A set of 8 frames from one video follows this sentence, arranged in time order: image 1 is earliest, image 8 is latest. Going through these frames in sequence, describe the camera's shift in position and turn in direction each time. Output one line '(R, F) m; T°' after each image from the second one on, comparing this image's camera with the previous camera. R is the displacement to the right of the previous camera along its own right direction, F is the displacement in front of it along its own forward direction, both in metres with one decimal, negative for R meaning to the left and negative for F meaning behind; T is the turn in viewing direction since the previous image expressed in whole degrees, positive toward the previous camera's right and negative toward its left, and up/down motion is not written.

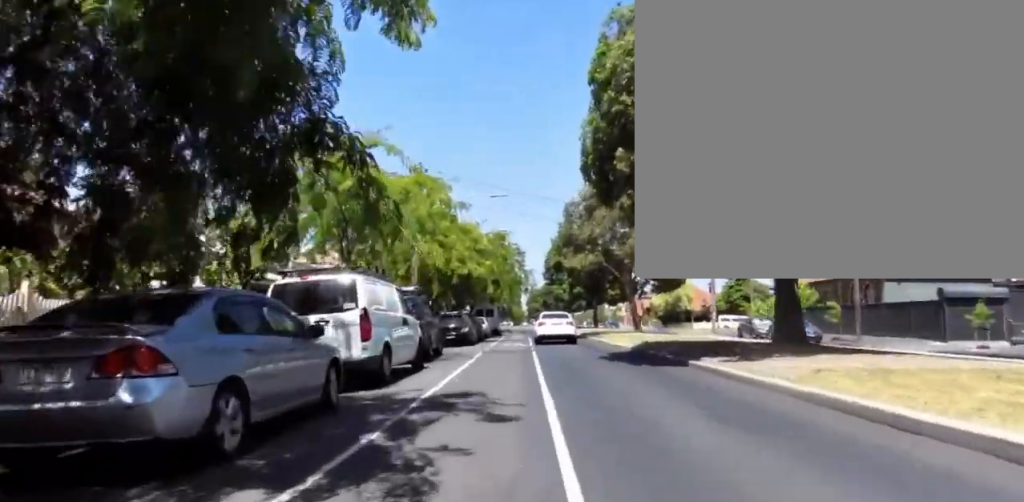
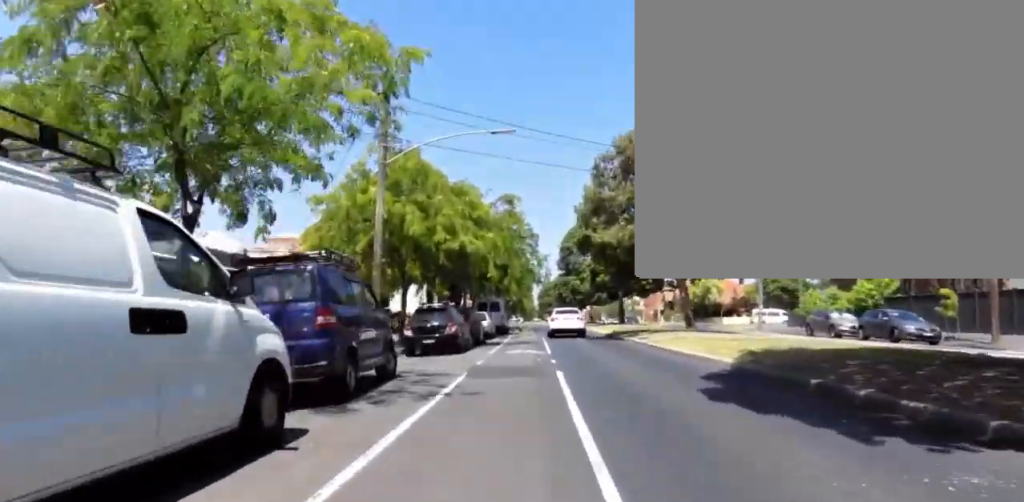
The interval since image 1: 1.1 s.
(-0.3, +8.8) m; -2°
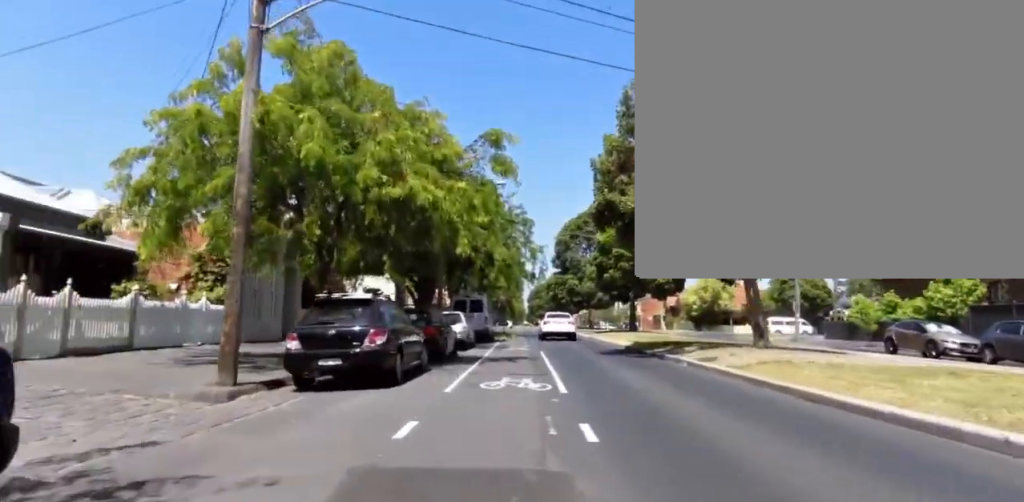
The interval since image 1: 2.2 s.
(0.0, +8.6) m; 0°
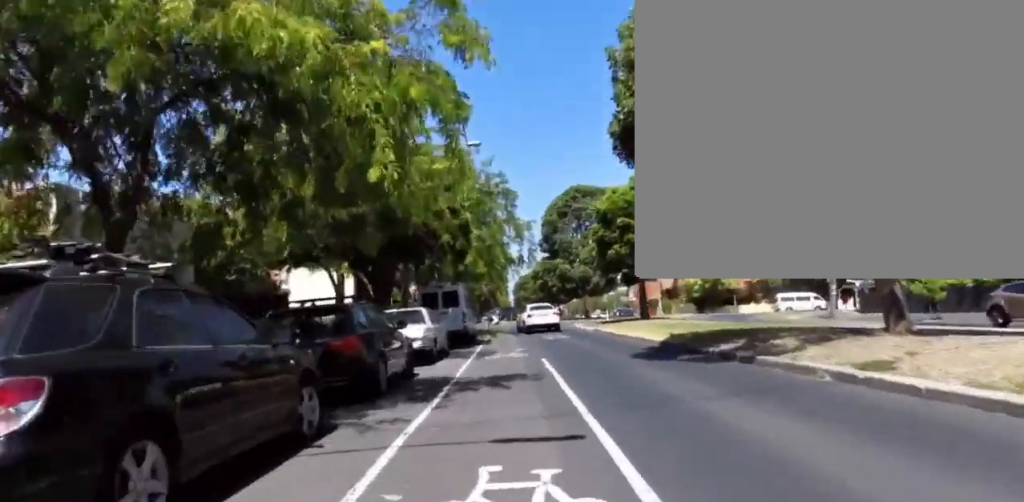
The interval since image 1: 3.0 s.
(0.0, +6.8) m; 0°
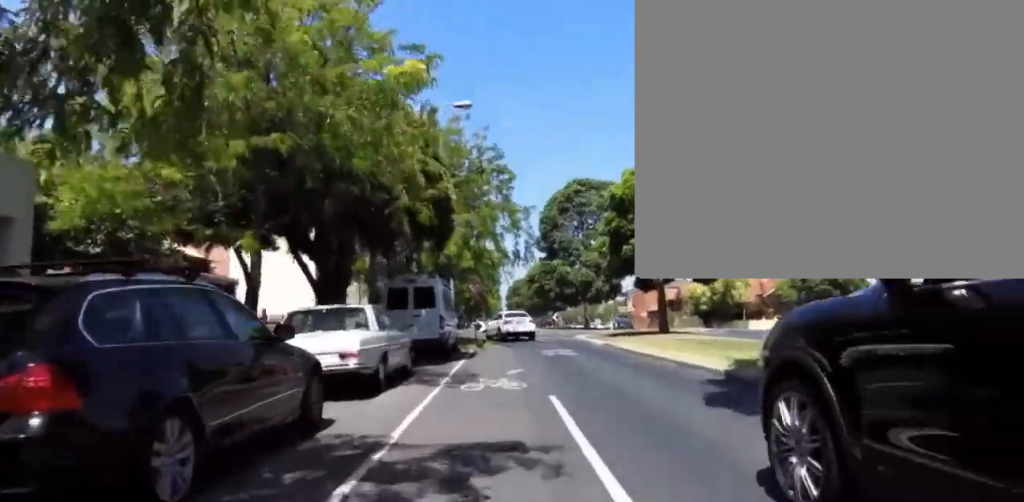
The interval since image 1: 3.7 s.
(0.0, +5.2) m; 0°
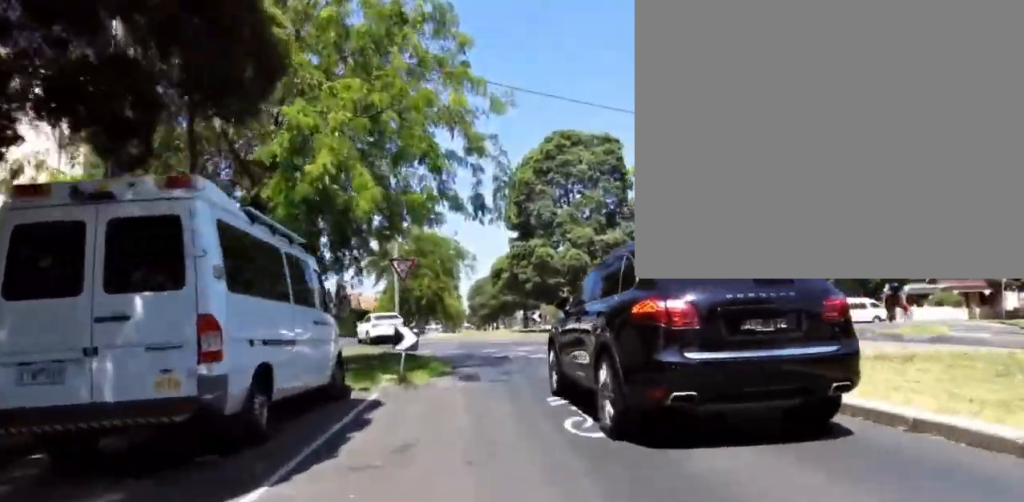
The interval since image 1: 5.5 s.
(+0.1, +12.3) m; +3°
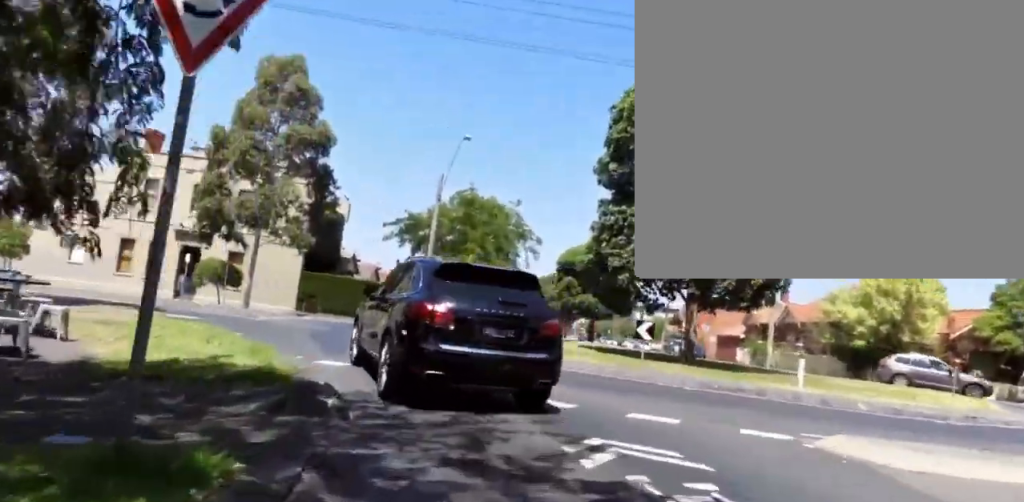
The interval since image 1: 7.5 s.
(-1.1, +12.9) m; -13°
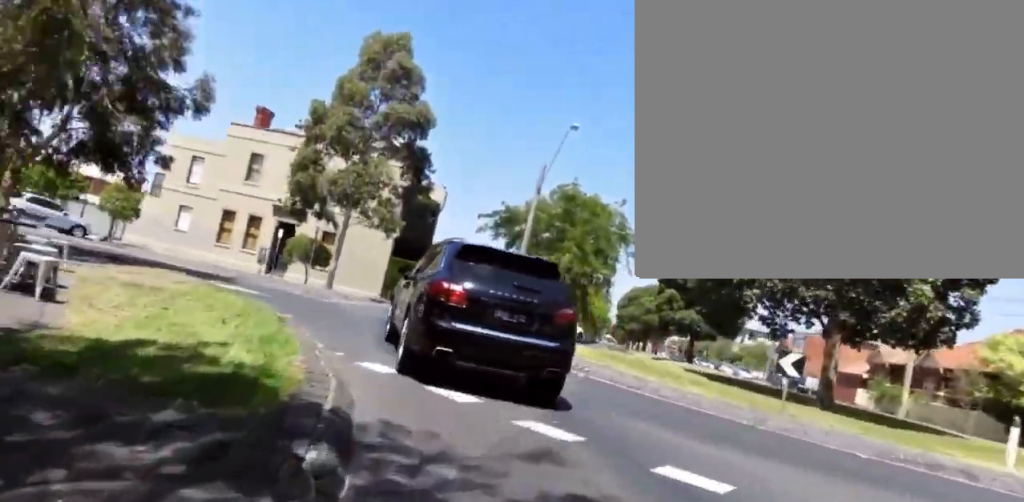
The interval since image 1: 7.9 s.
(0.0, +2.7) m; 0°
